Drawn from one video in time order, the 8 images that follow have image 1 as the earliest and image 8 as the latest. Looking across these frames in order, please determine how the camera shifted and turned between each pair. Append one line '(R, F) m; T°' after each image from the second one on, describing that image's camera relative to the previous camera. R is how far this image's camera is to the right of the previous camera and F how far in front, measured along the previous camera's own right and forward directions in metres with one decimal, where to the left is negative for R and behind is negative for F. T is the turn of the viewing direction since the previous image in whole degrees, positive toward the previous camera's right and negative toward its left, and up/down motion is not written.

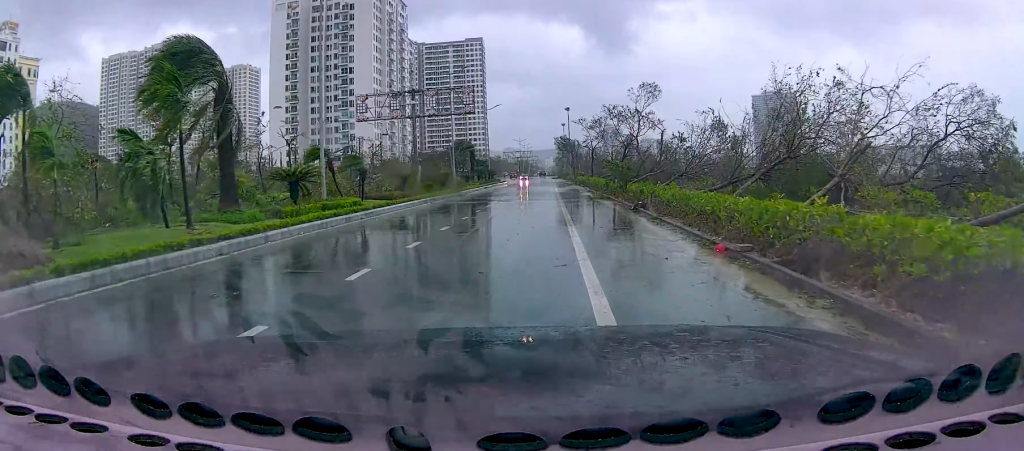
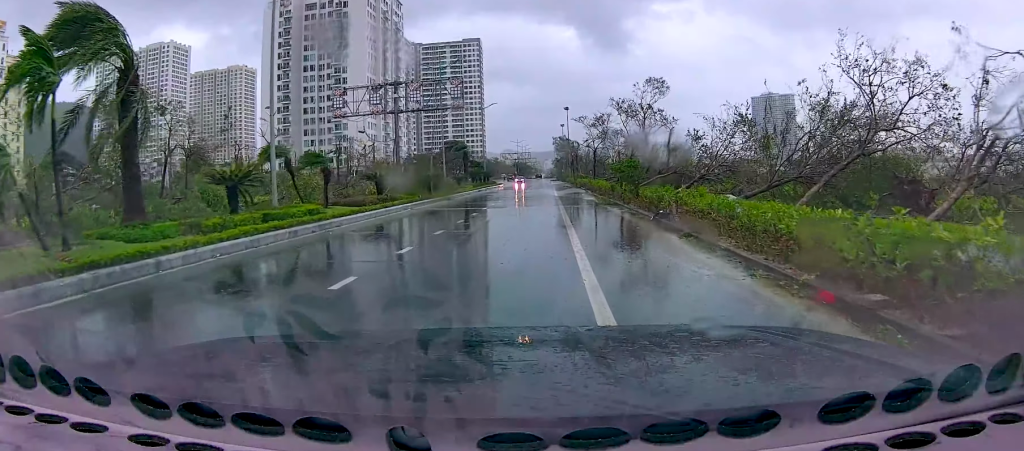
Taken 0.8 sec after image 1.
(0.0, +4.7) m; -1°
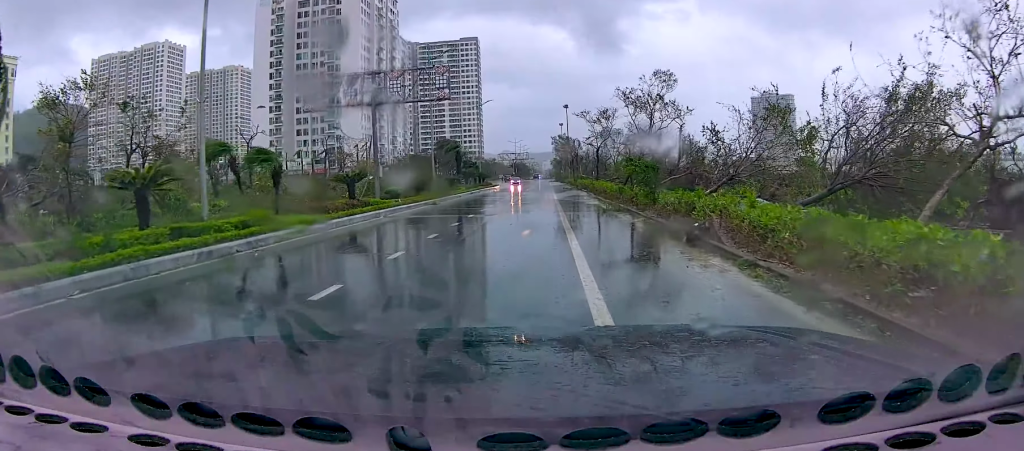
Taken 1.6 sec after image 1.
(-0.1, +4.7) m; -1°
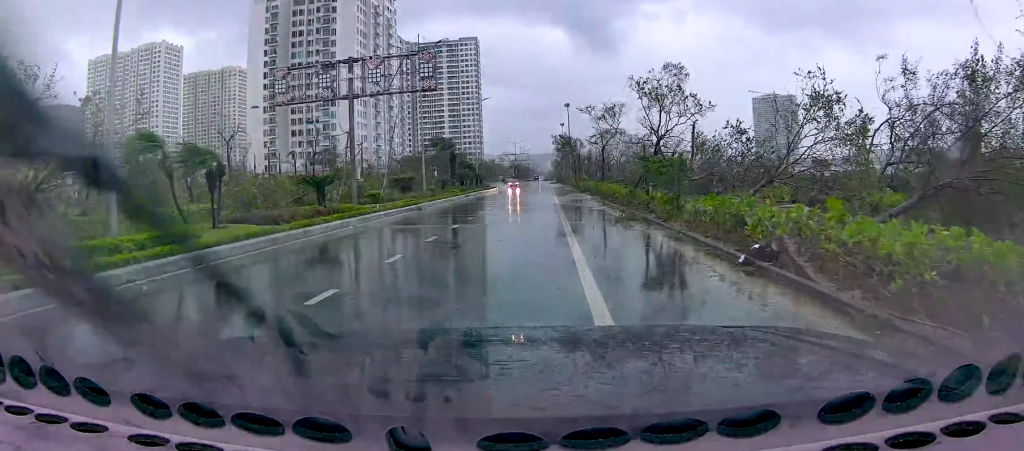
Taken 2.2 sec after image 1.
(-0.1, +4.3) m; 0°
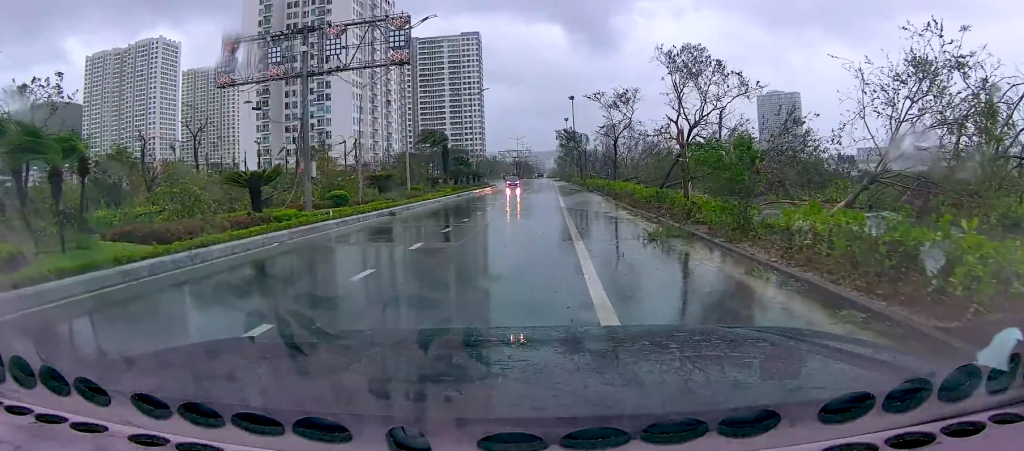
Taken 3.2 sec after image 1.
(+0.2, +6.4) m; +2°
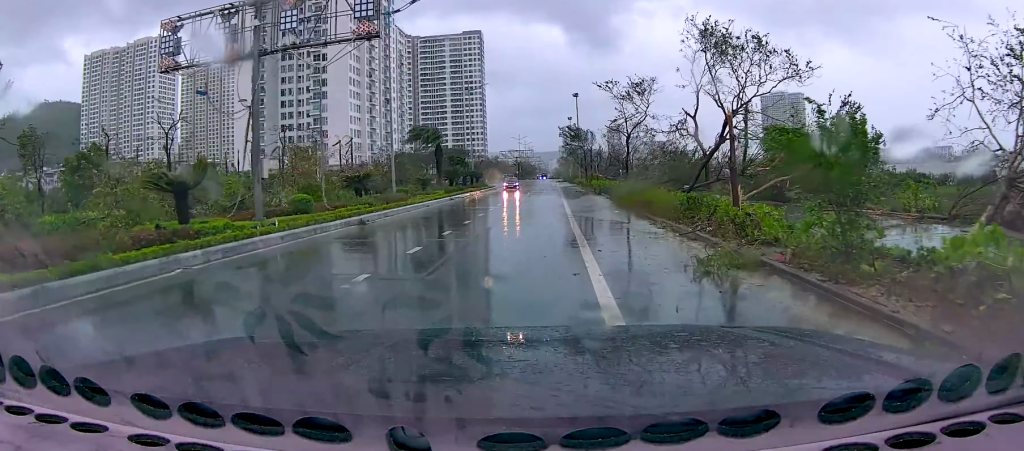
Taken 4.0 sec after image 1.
(0.0, +4.6) m; 0°
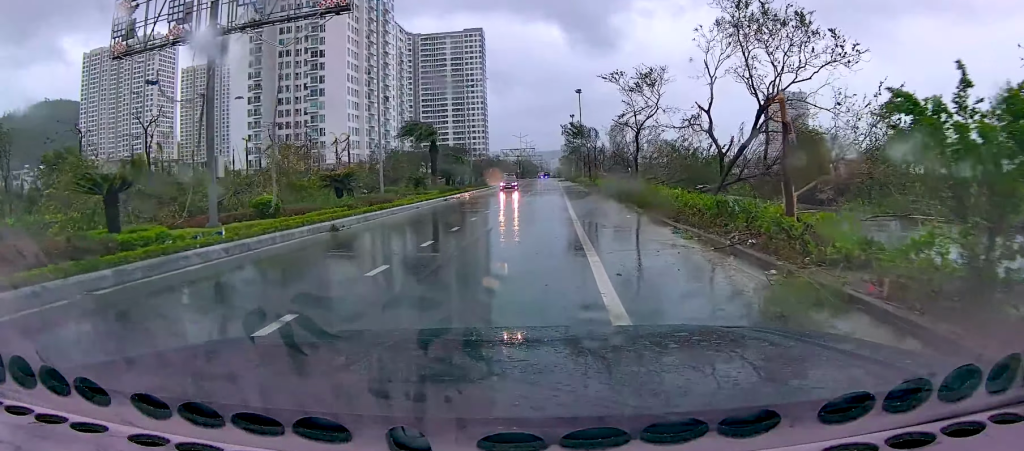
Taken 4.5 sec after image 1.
(0.0, +3.1) m; -1°
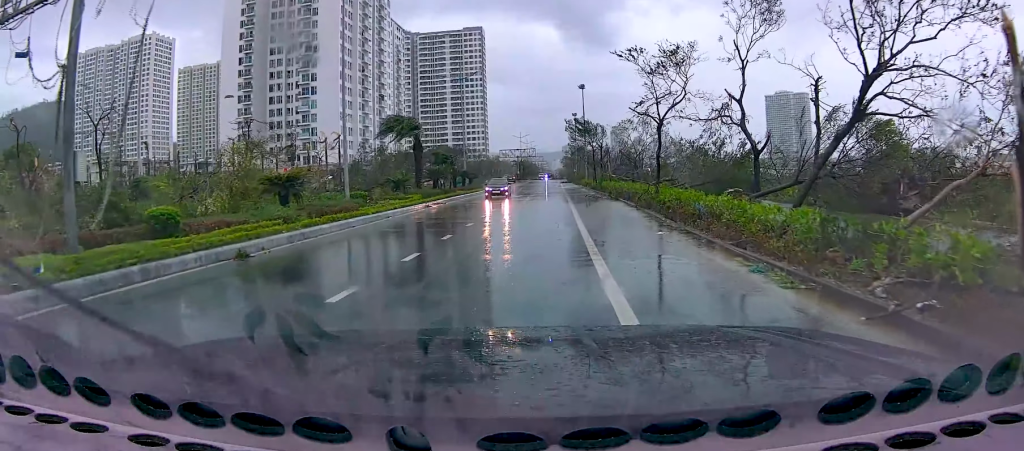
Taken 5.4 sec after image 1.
(-0.1, +6.2) m; -2°
